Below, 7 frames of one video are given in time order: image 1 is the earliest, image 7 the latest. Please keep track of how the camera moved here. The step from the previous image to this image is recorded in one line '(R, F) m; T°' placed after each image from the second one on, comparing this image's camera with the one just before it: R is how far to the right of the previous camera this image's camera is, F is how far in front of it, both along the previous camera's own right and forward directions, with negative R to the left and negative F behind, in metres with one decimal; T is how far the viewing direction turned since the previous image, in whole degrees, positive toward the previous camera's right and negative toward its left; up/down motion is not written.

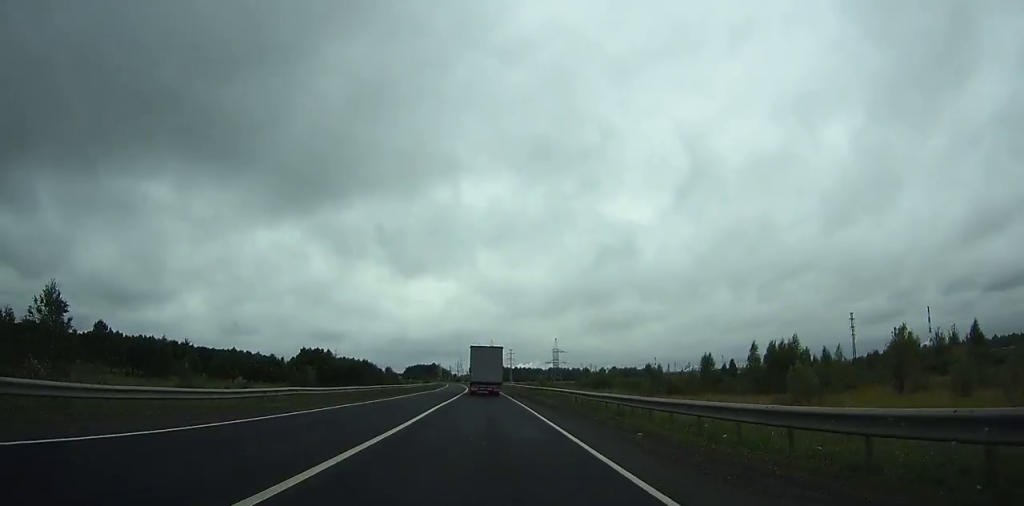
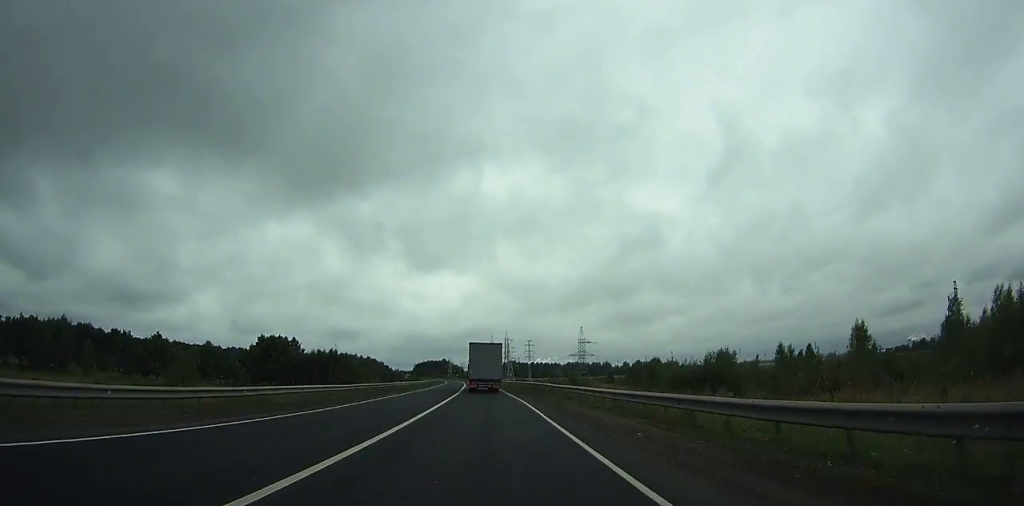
(-0.6, +51.4) m; -1°
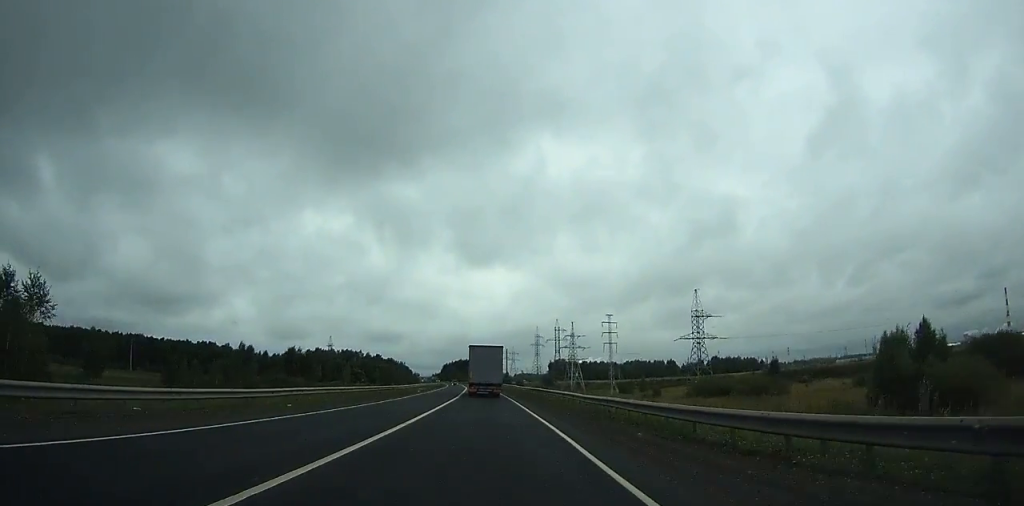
(-4.2, +128.4) m; -3°
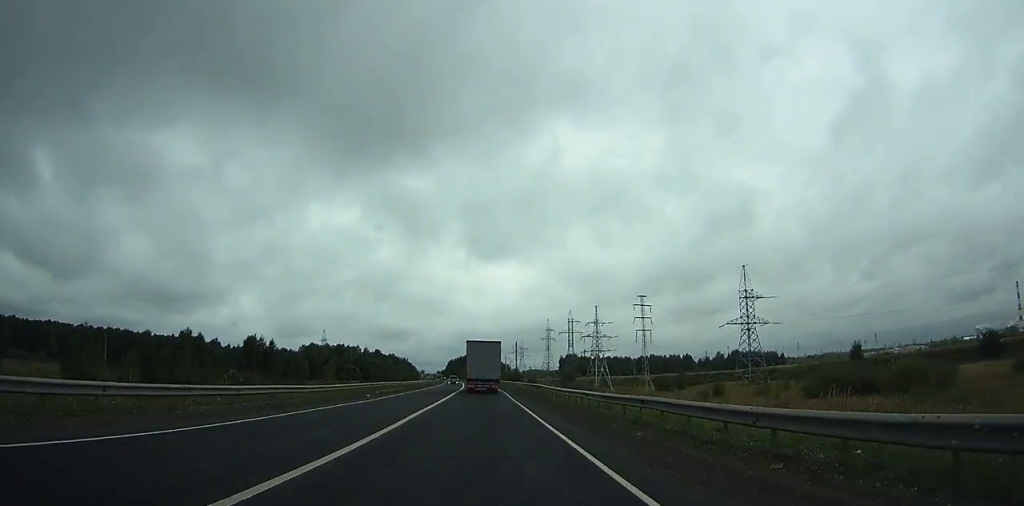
(-0.1, +31.4) m; -1°
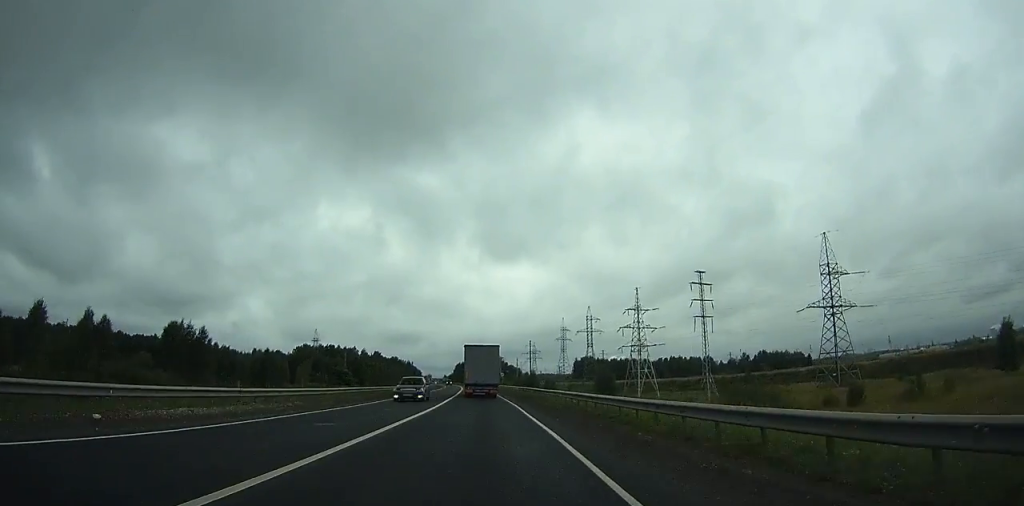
(-0.4, +35.8) m; -1°
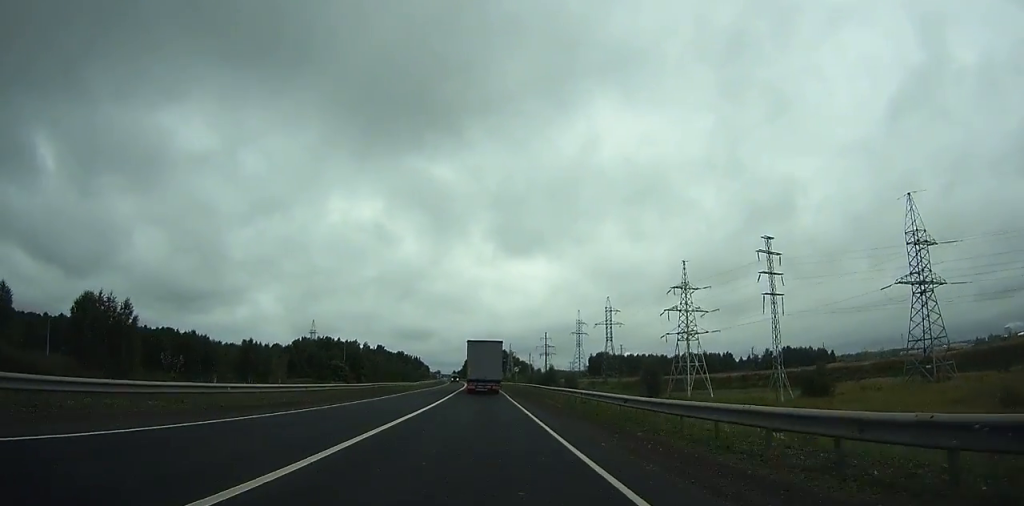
(-0.2, +24.3) m; -1°
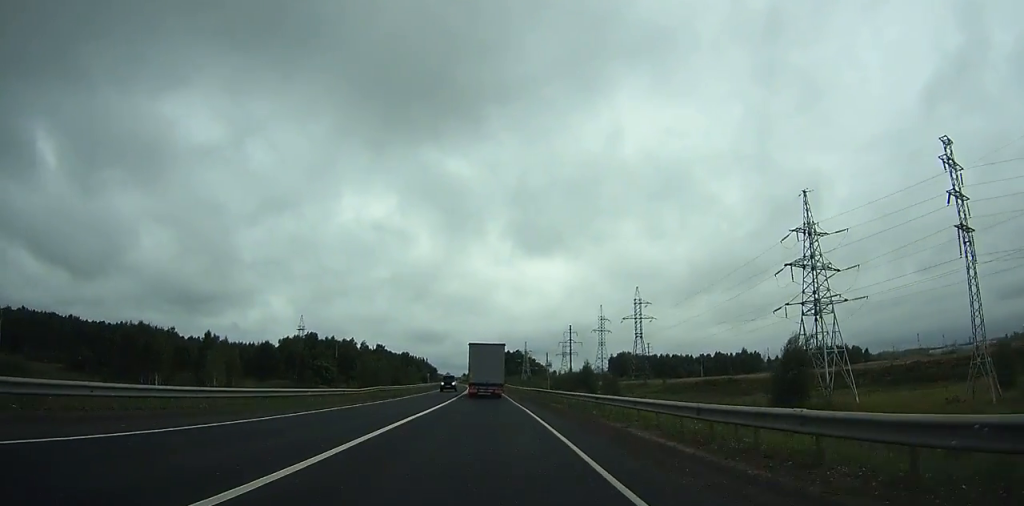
(-0.3, +37.3) m; -1°
